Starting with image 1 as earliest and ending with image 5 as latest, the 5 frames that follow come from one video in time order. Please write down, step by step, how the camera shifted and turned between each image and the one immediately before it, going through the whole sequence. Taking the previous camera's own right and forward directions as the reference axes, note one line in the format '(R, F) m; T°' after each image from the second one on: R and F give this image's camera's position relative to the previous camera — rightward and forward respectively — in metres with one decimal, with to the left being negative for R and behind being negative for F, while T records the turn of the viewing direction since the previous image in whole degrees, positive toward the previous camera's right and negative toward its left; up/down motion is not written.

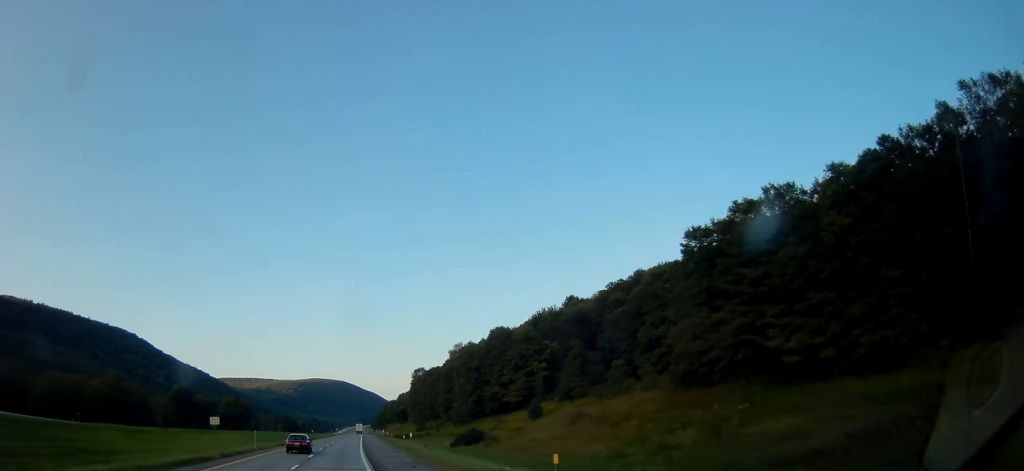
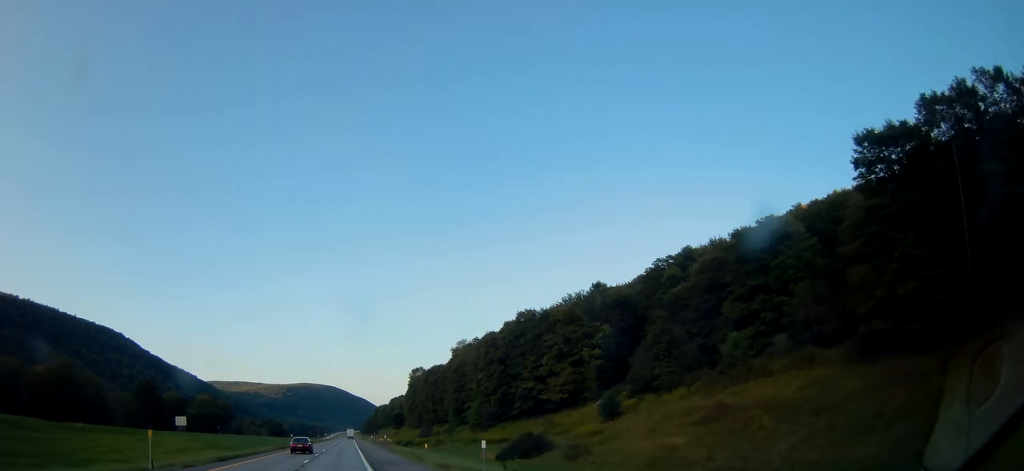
(+0.3, +27.6) m; +1°
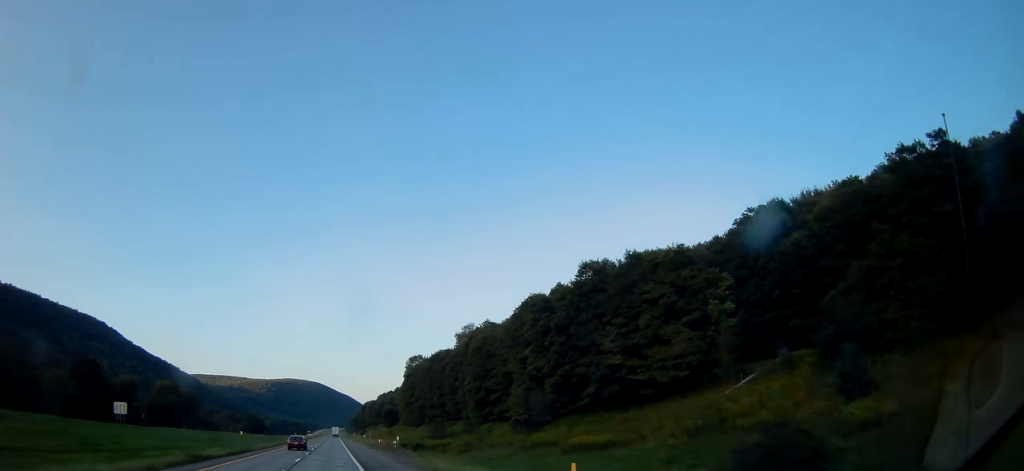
(+0.6, +34.2) m; +1°
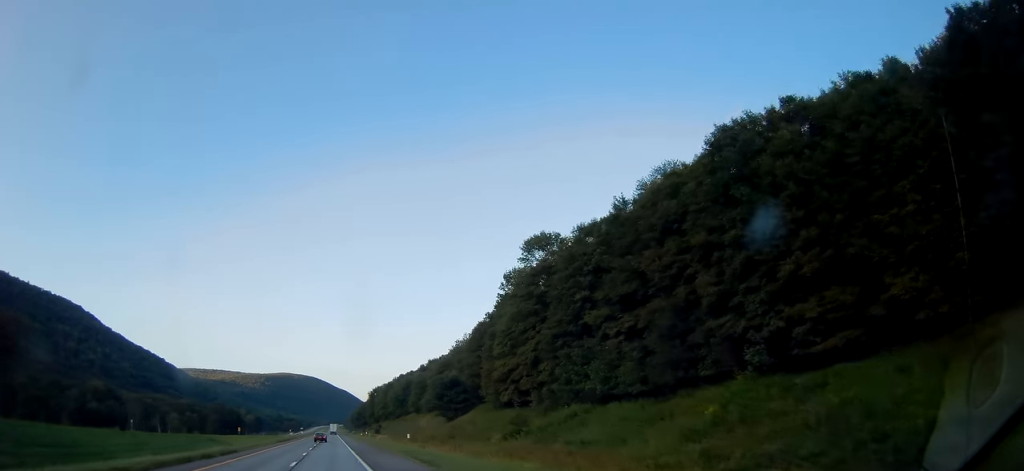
(+0.4, +115.2) m; +1°
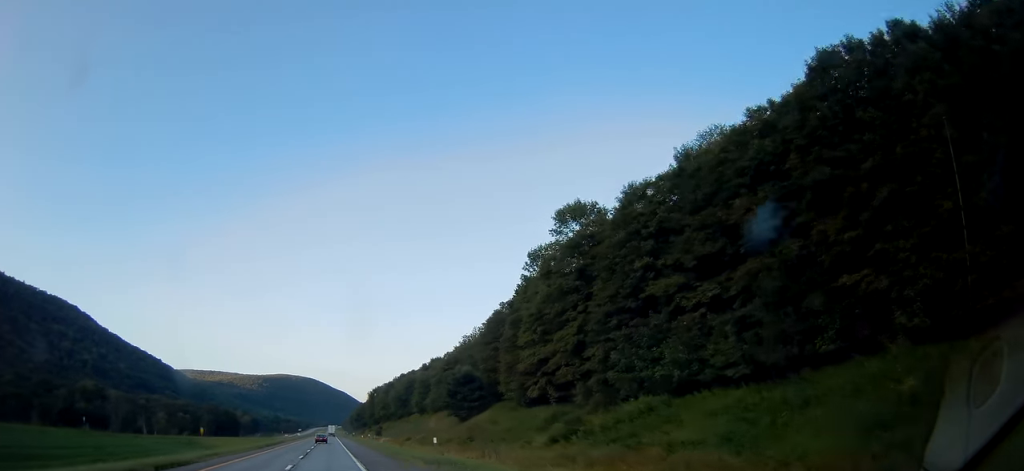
(+0.1, +13.2) m; 0°
